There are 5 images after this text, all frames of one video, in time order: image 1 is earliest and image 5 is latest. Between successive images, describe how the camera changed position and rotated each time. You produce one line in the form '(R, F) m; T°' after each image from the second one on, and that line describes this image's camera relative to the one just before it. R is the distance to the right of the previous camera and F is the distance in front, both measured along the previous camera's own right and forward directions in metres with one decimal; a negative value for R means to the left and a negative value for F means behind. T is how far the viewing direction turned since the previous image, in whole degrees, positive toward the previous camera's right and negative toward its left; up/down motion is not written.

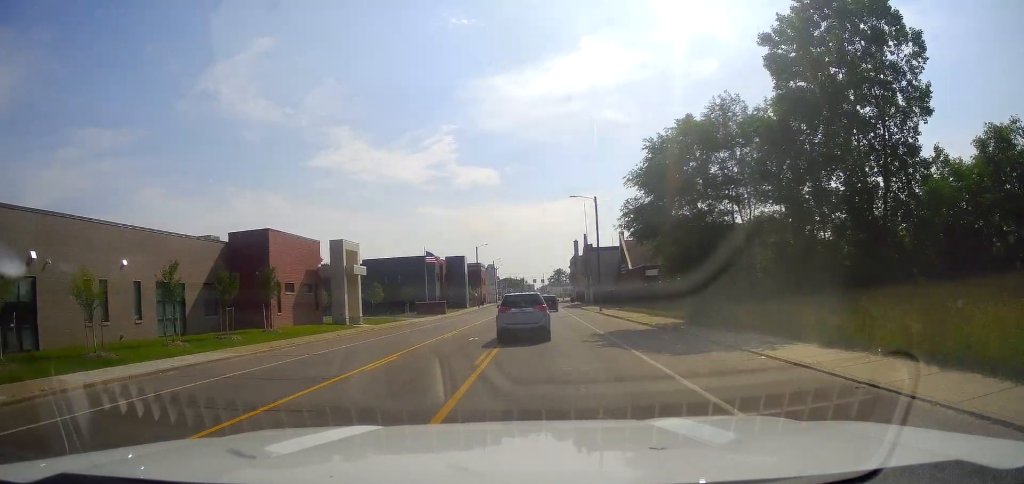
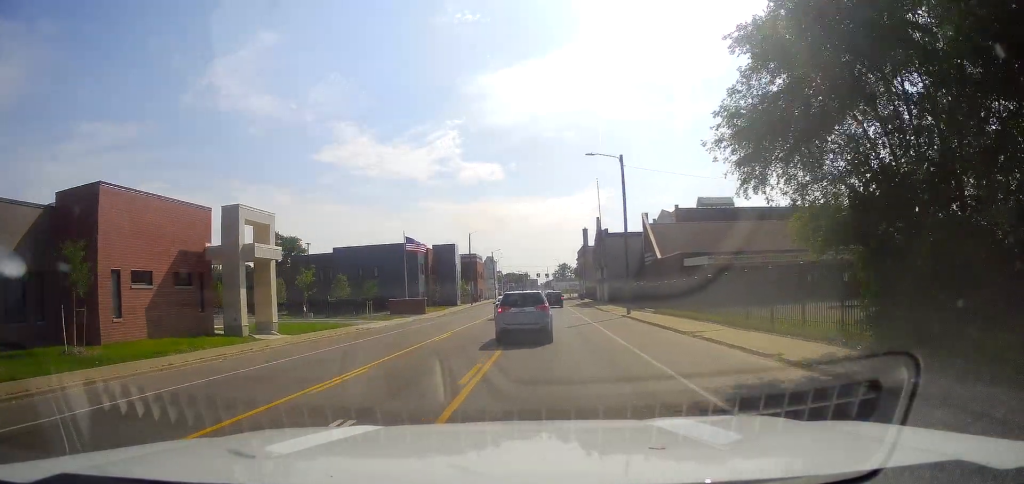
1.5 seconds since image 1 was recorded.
(+0.2, +15.8) m; -1°
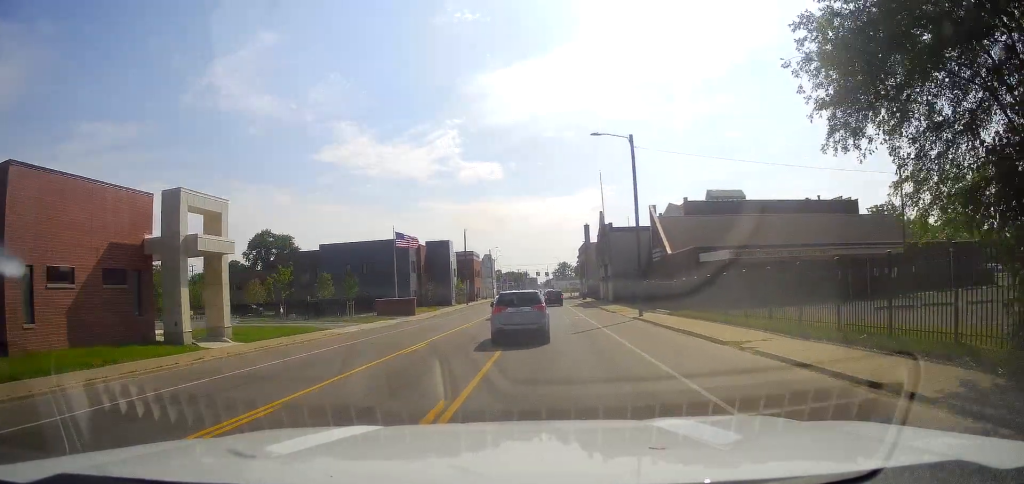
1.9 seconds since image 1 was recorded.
(-0.1, +4.9) m; -2°
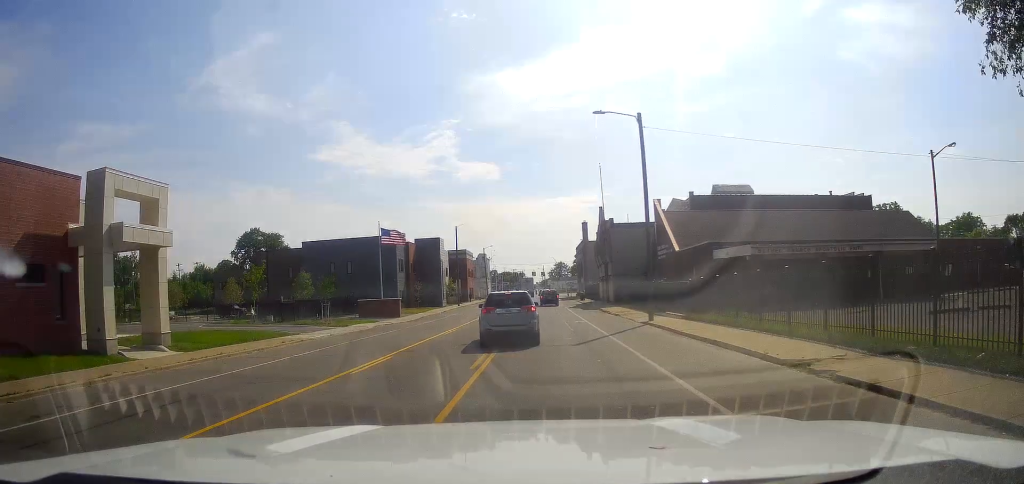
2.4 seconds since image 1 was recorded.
(+0.1, +4.5) m; -2°
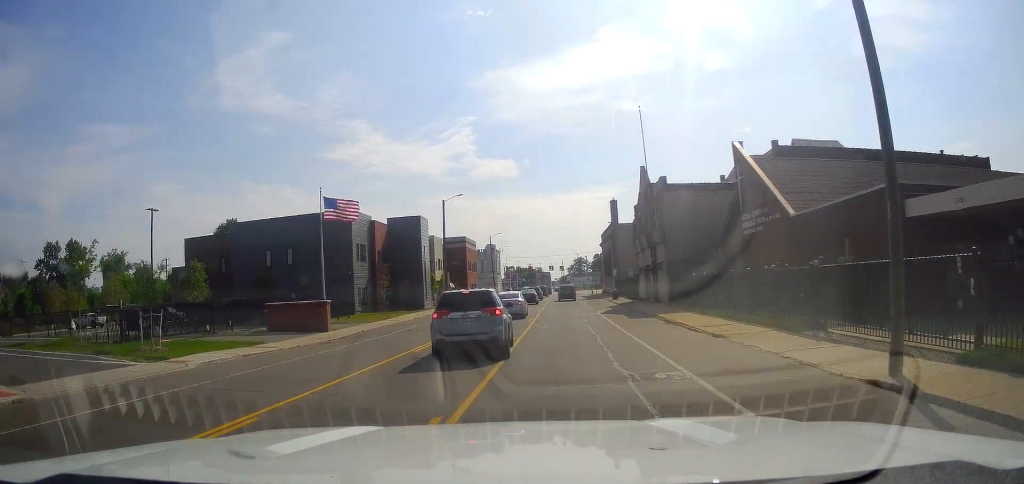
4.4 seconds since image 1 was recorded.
(+0.3, +21.0) m; +3°
